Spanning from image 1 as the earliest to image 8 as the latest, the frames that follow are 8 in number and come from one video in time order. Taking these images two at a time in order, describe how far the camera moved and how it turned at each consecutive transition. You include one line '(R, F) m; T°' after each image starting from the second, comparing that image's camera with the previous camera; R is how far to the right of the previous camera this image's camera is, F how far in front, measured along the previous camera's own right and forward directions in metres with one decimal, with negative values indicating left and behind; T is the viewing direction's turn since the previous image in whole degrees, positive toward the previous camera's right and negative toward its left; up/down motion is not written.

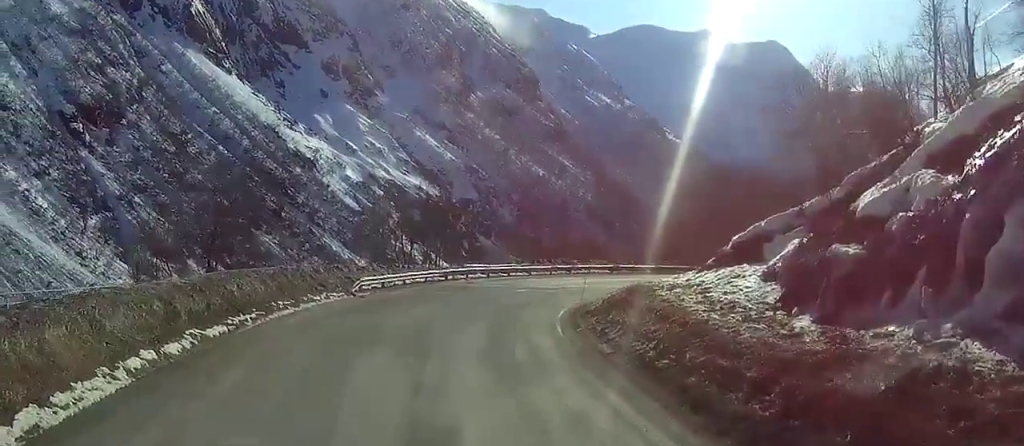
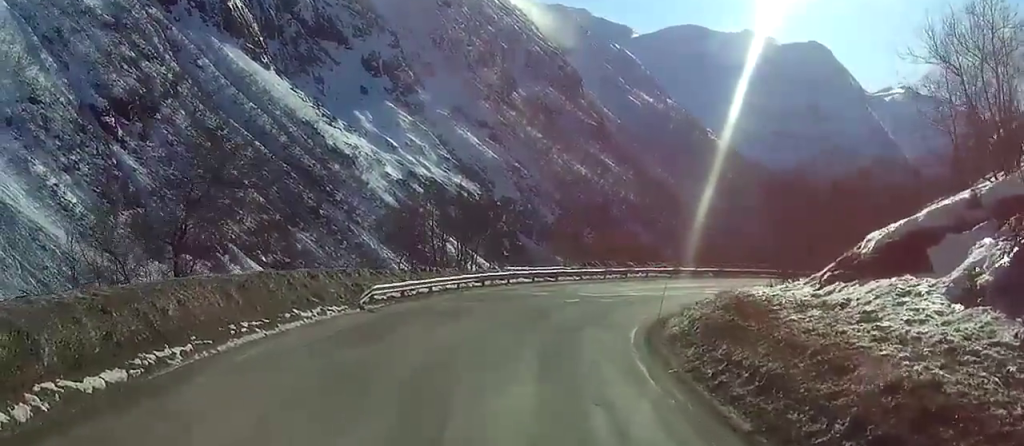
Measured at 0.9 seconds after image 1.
(-0.3, +10.4) m; -1°
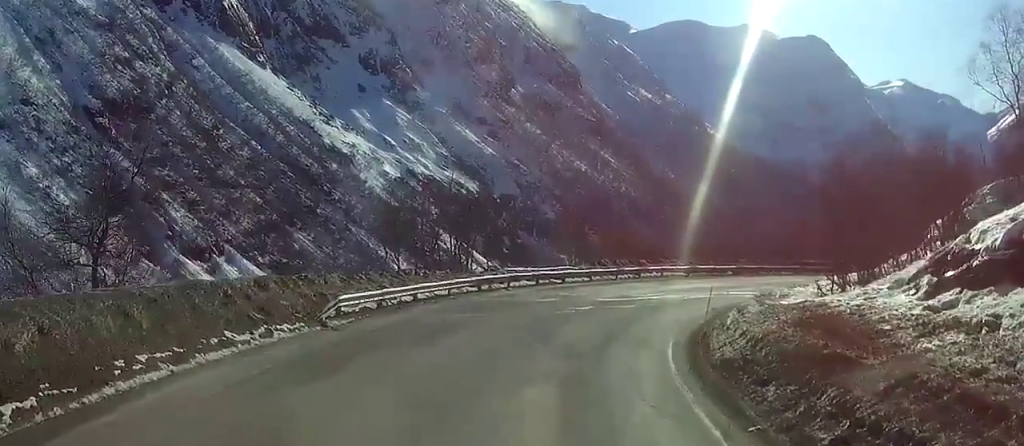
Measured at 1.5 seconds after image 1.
(+0.1, +7.3) m; +3°
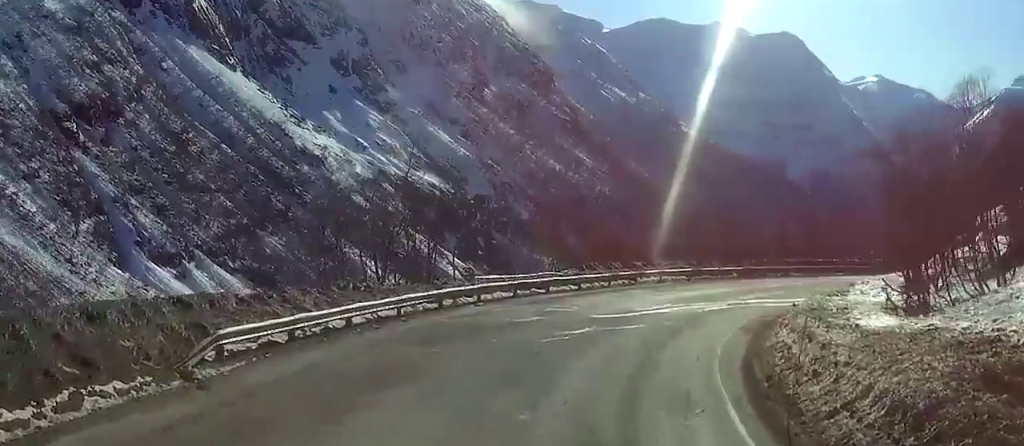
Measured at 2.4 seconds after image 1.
(+0.4, +9.9) m; +4°
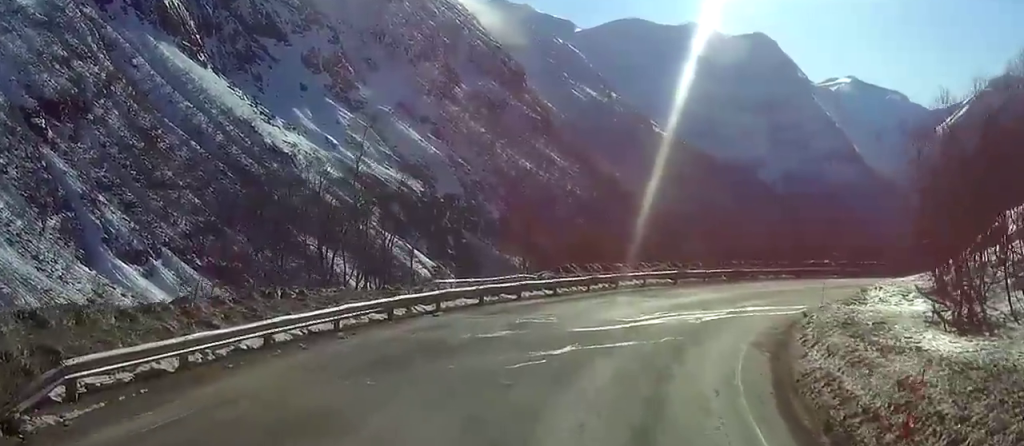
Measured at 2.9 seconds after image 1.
(+0.3, +5.5) m; +2°
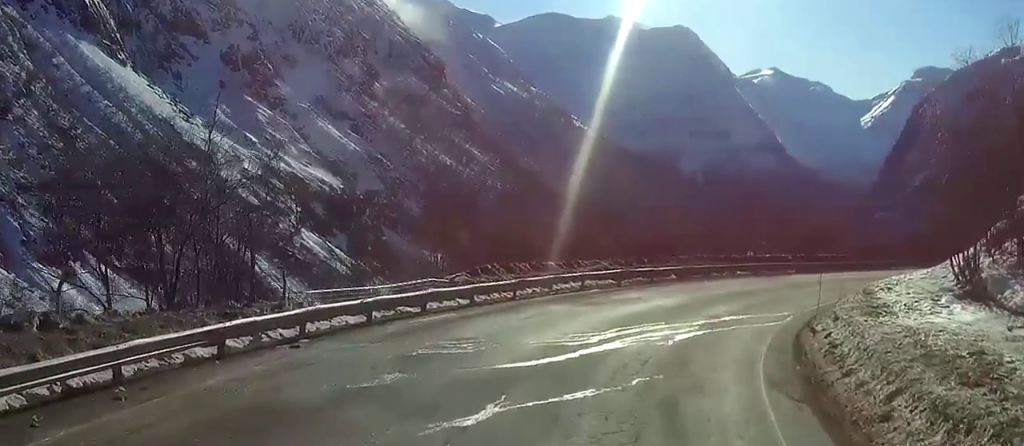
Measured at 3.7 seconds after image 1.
(+0.1, +9.3) m; +3°
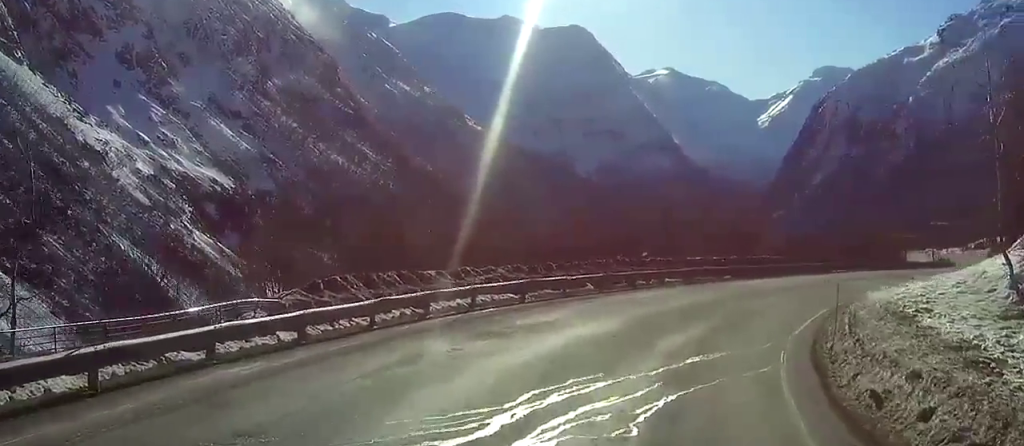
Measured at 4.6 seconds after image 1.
(+0.5, +11.4) m; +6°
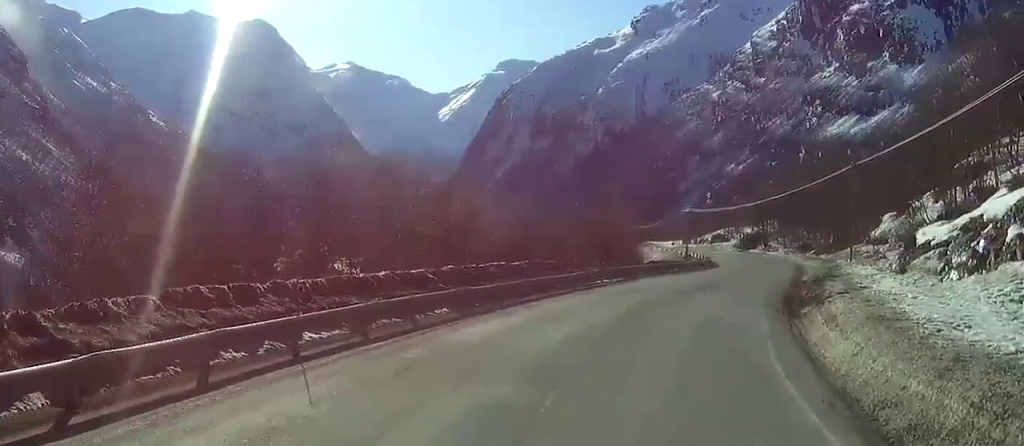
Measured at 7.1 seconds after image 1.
(+2.8, +31.0) m; +10°
